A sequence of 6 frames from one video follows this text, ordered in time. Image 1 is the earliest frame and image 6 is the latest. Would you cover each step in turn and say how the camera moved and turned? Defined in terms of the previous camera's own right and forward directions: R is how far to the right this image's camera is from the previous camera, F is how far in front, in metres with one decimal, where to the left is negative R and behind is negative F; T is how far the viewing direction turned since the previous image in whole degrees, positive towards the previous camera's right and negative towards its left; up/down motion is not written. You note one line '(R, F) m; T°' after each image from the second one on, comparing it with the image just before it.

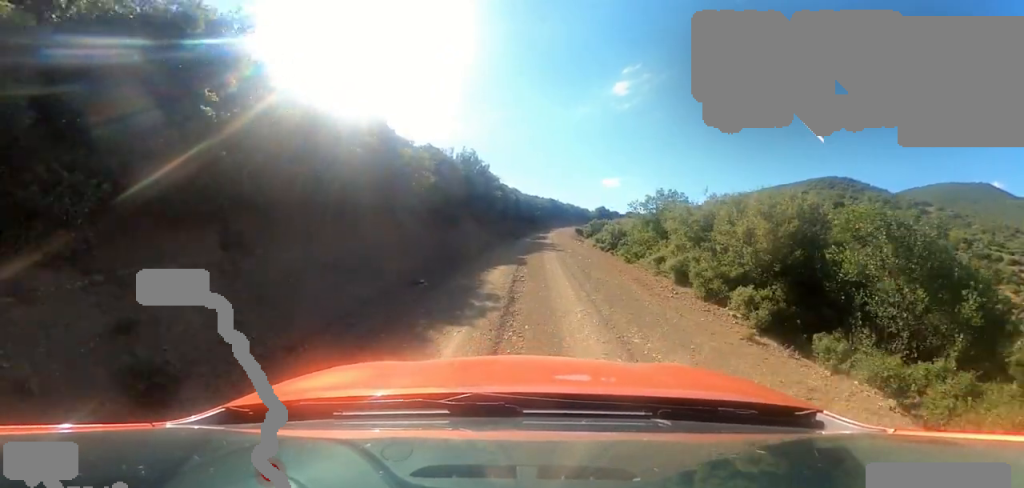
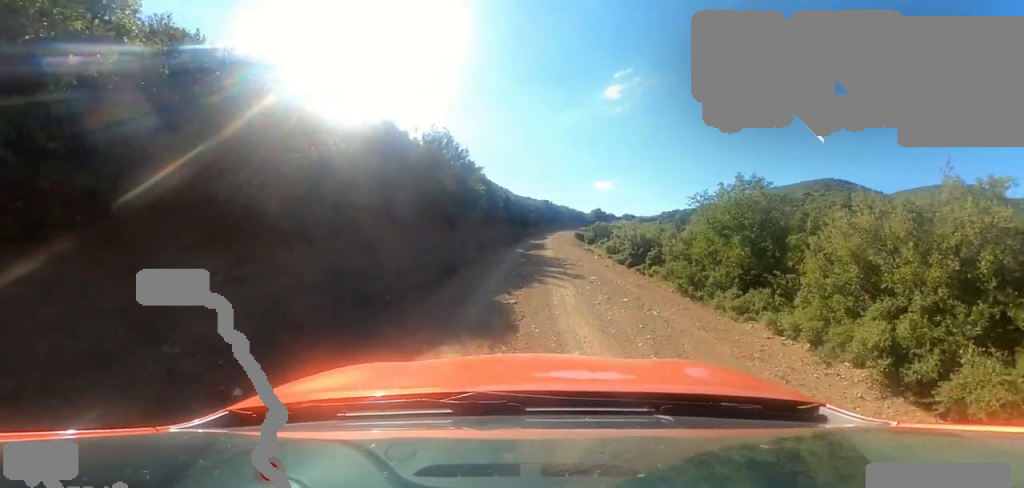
(-1.3, +6.3) m; -2°
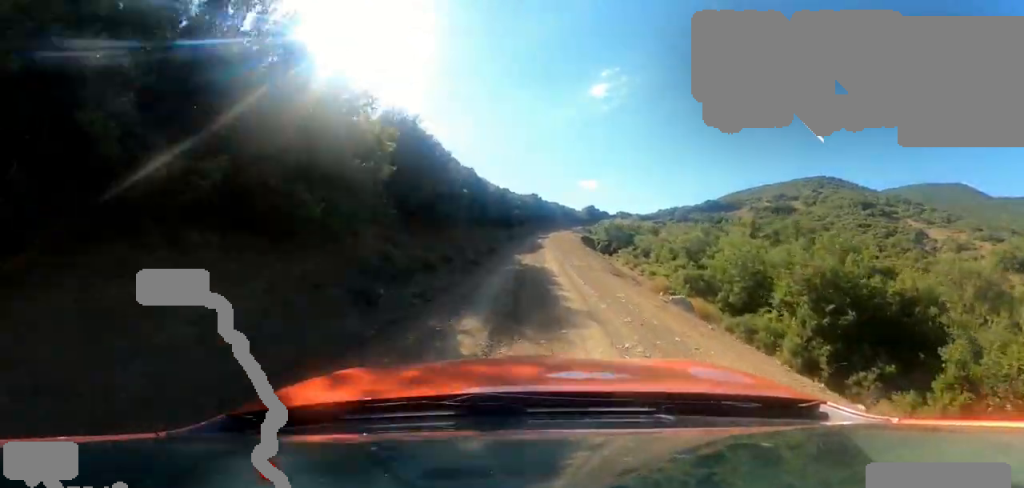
(+2.3, +12.7) m; +7°
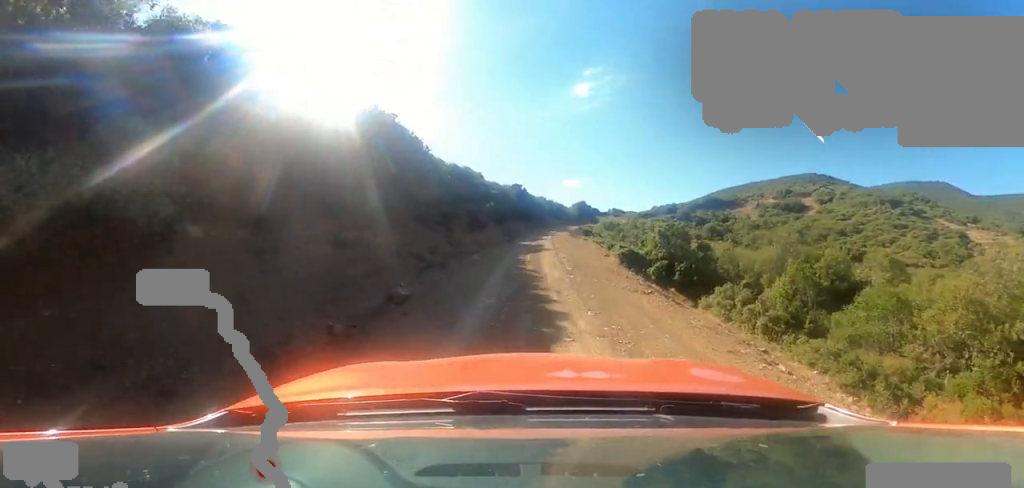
(-1.4, +13.5) m; -4°
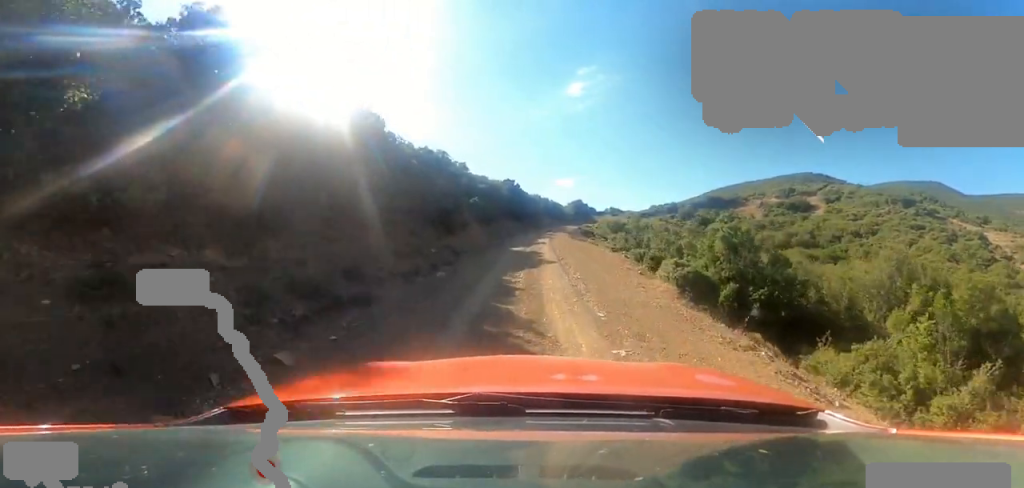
(+0.6, +5.1) m; +4°
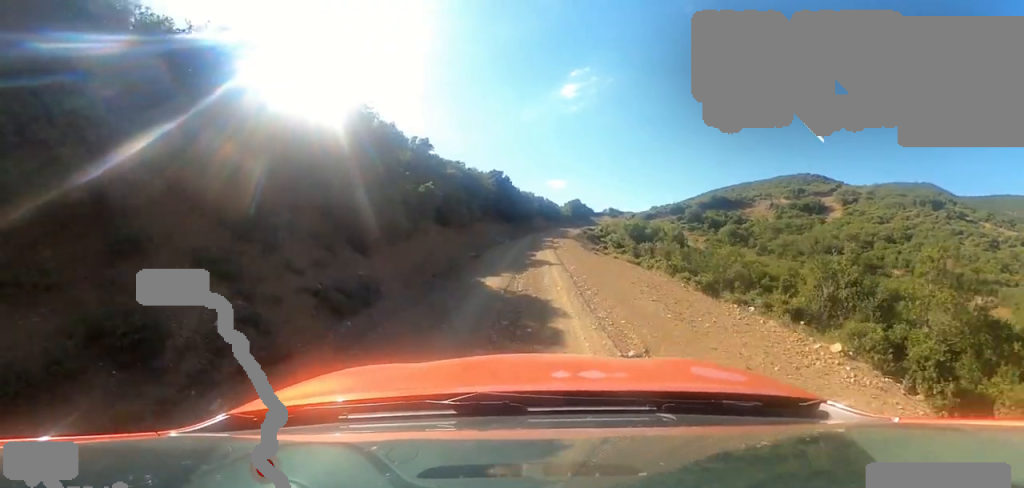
(+0.6, +9.0) m; +6°
